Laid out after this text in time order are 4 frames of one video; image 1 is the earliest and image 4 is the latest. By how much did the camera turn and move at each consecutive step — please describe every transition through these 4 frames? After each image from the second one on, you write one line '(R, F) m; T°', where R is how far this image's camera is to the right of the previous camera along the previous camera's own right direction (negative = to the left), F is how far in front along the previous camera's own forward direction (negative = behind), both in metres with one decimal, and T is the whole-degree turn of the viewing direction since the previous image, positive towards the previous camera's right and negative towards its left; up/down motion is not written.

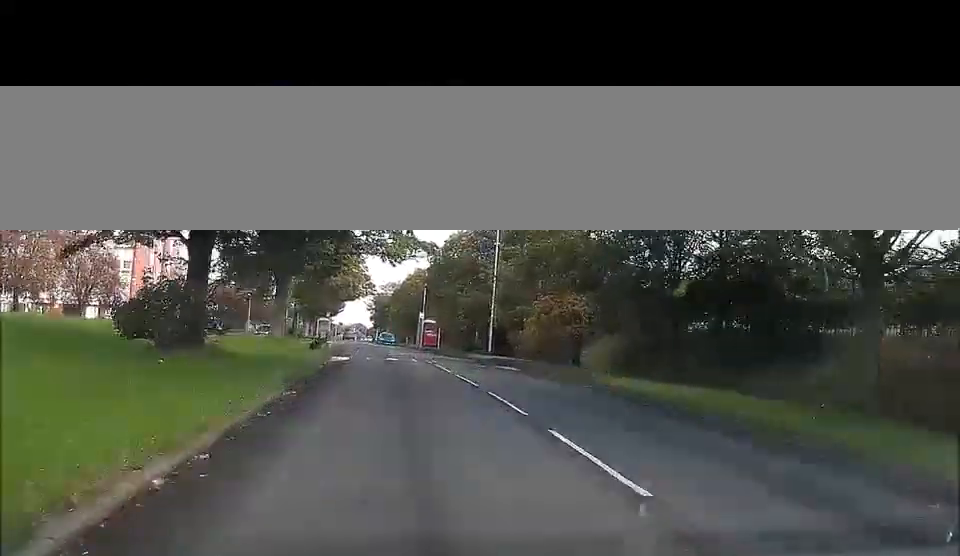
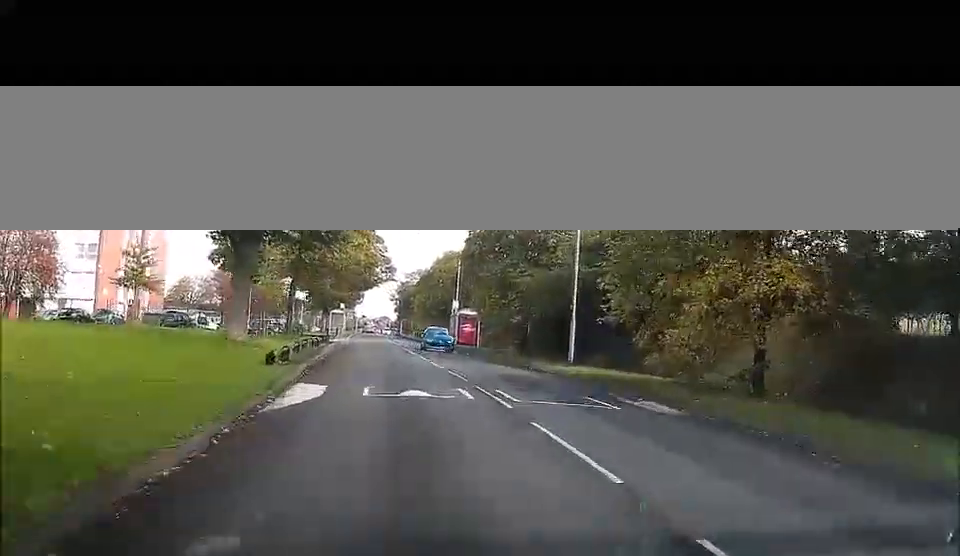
(-0.4, +16.8) m; -4°
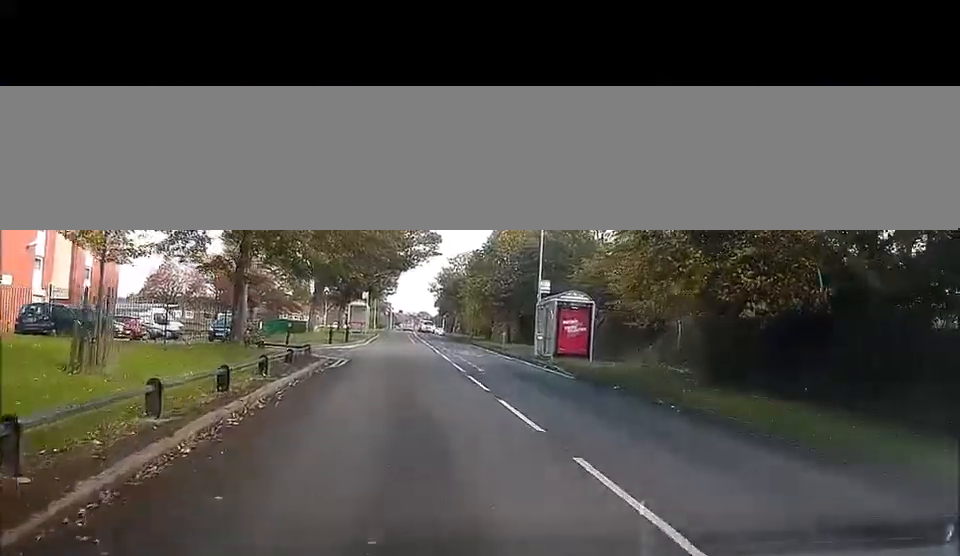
(-0.2, +27.1) m; +1°
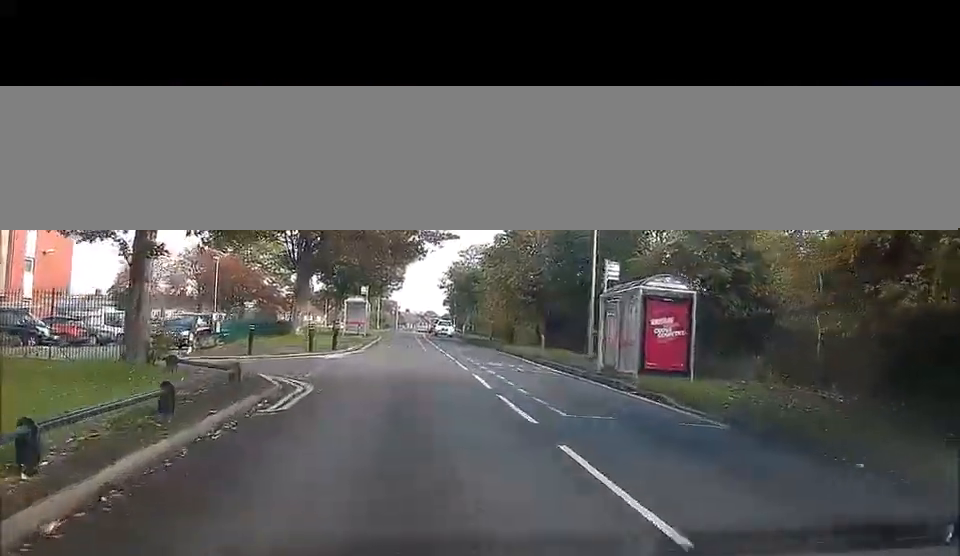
(-0.6, +10.4) m; -6°
